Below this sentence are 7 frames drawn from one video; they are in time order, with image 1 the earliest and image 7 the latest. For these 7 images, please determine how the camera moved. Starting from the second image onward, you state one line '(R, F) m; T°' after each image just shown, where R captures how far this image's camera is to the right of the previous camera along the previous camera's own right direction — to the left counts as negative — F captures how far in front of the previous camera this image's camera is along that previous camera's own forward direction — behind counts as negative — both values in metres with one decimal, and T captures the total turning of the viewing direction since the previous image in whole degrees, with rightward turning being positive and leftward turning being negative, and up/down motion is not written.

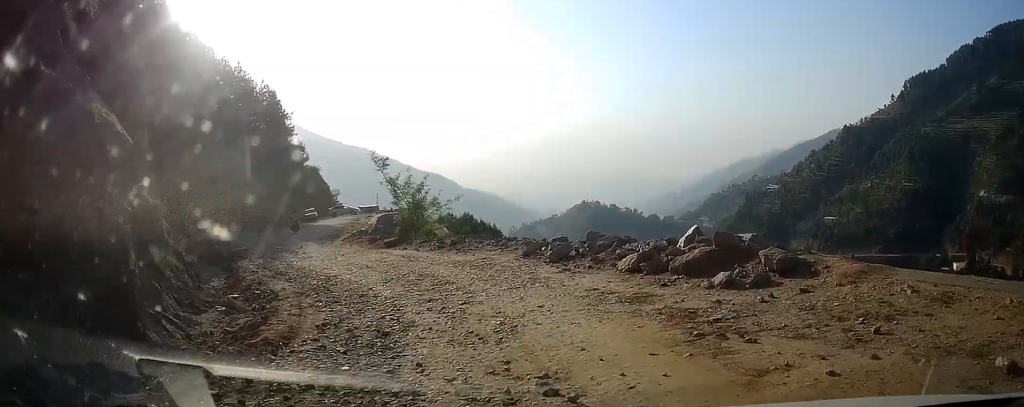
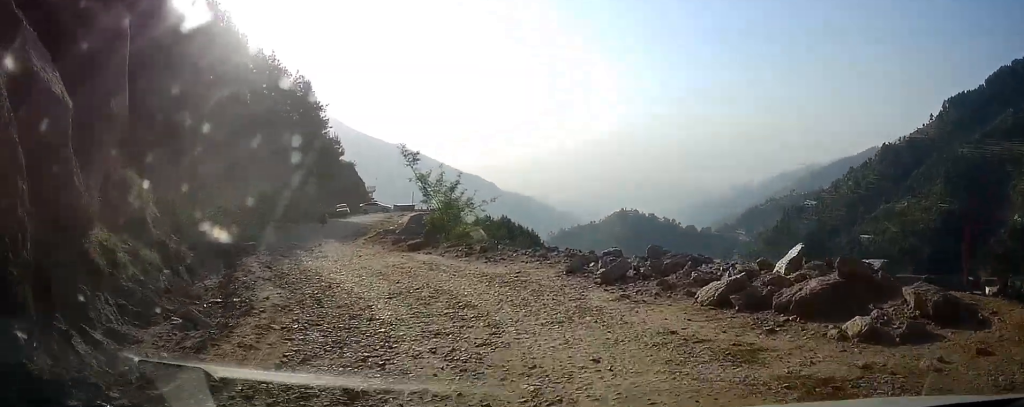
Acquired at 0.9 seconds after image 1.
(+0.1, +2.6) m; -3°
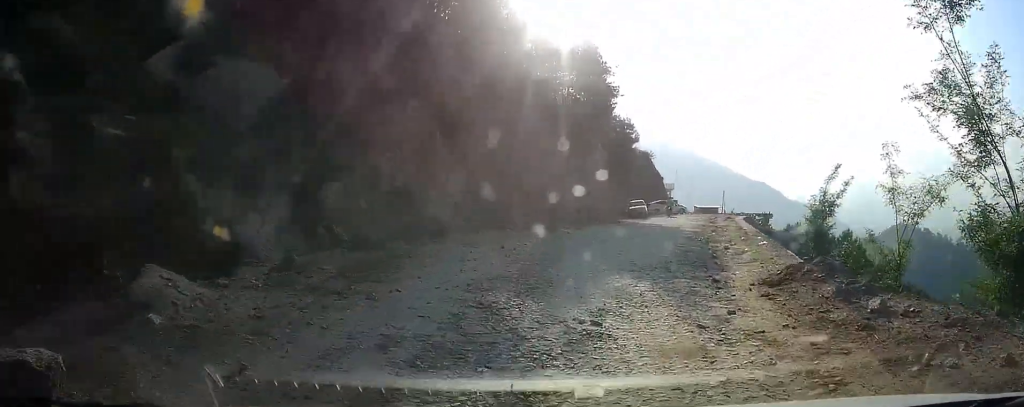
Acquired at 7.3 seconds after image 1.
(-5.3, +19.0) m; -31°
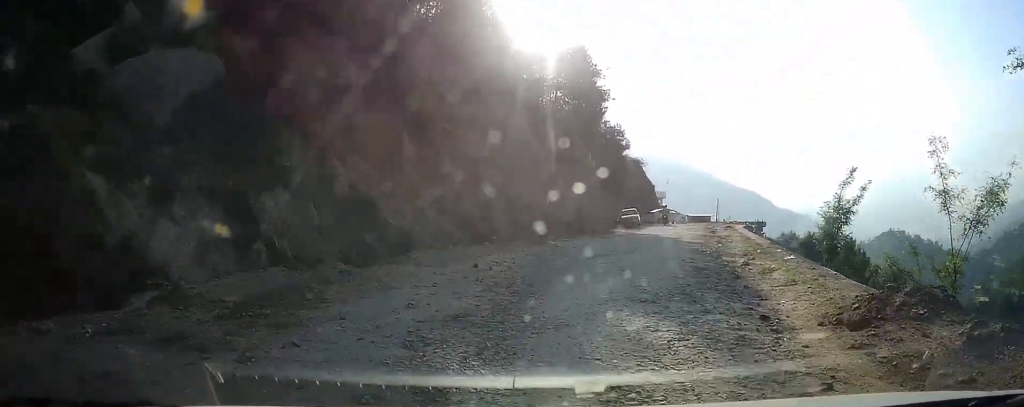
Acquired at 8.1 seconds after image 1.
(-0.1, +2.8) m; -1°
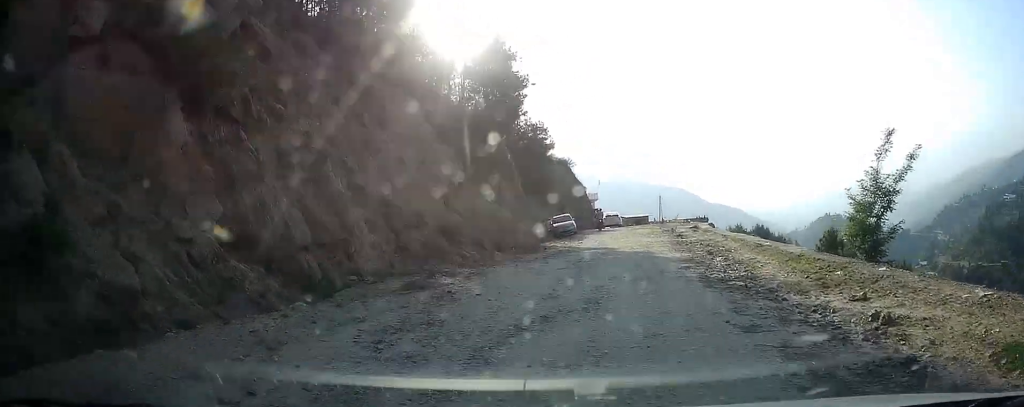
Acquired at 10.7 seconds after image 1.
(+0.1, +8.9) m; +10°
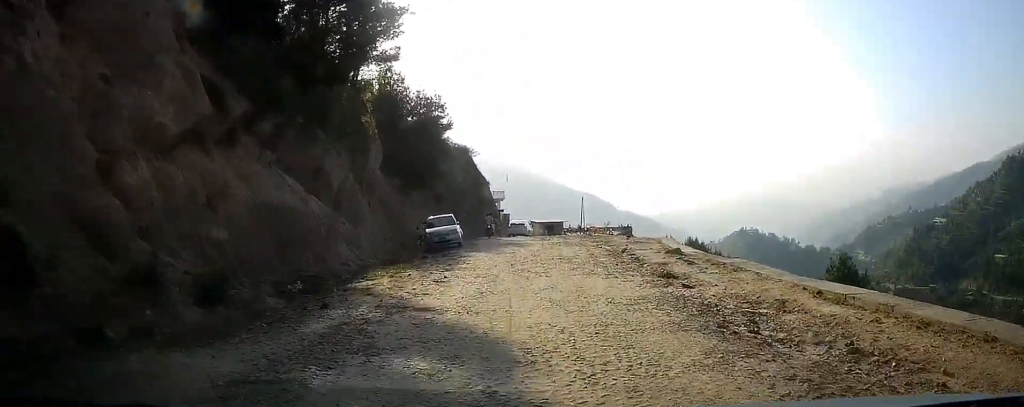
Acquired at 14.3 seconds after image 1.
(+2.1, +14.1) m; +11°
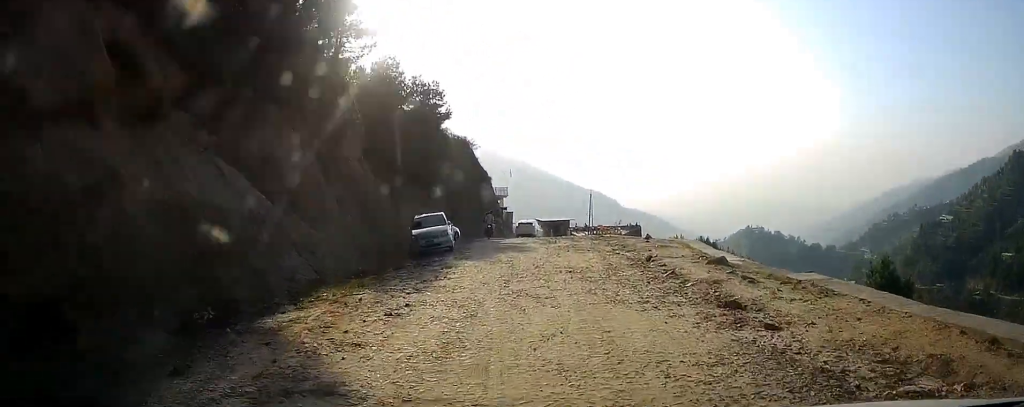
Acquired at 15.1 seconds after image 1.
(0.0, +3.7) m; +1°
